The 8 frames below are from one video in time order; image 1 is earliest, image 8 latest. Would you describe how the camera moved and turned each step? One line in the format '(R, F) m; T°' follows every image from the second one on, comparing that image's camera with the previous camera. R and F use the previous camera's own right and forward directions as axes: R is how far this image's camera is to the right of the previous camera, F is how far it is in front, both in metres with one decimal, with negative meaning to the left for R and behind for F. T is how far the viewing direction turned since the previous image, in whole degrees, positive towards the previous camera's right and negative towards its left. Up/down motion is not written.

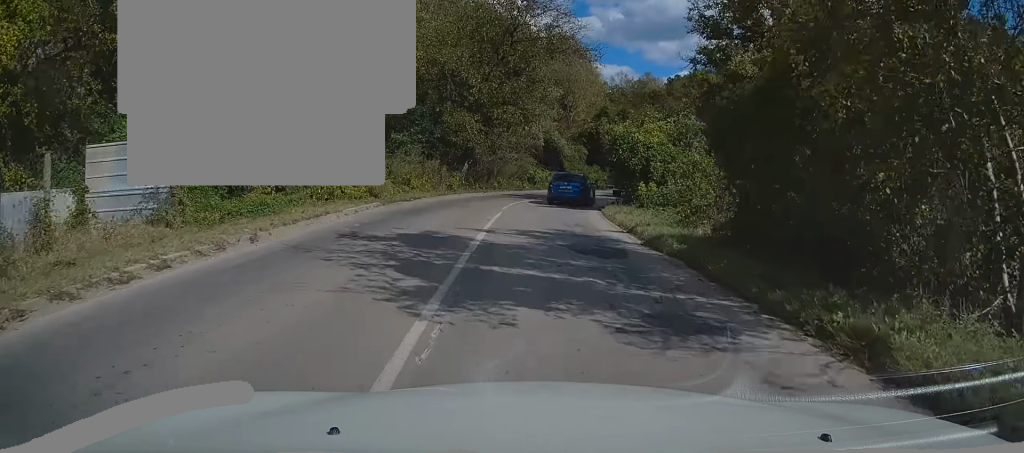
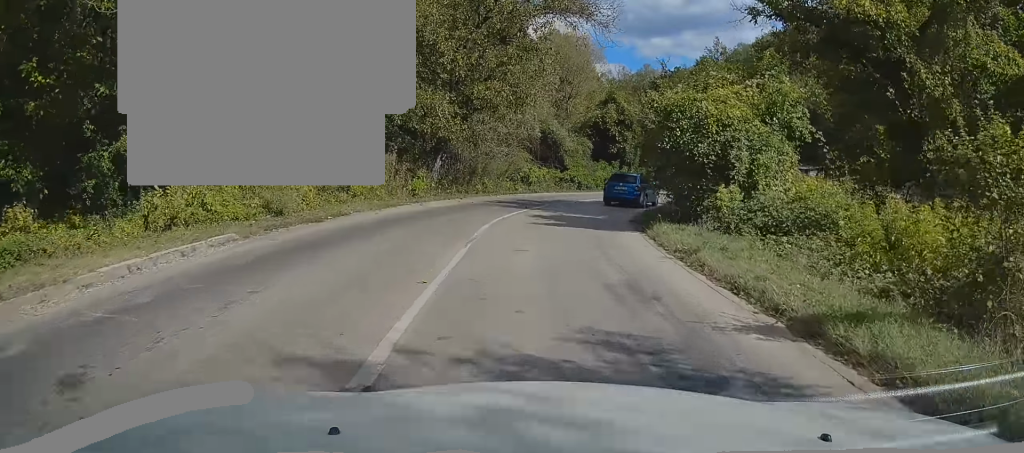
(0.0, +10.1) m; +1°
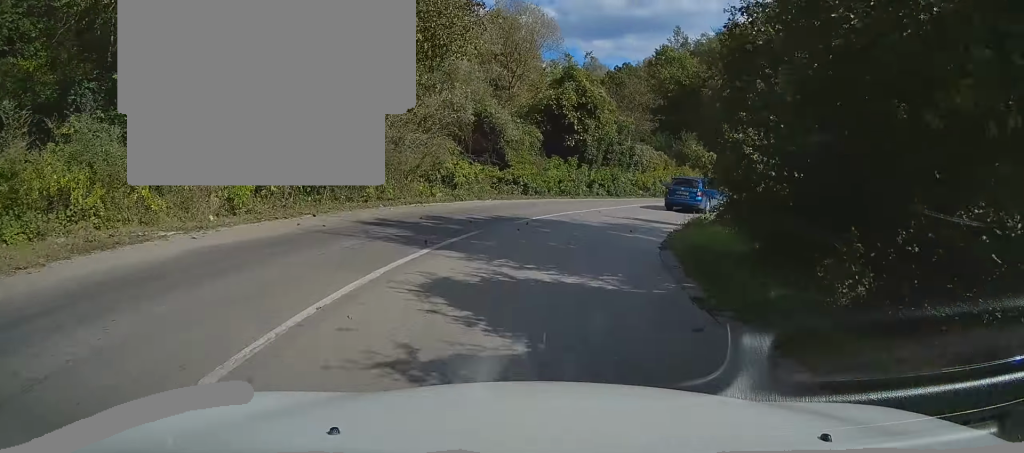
(+0.3, +12.3) m; +4°
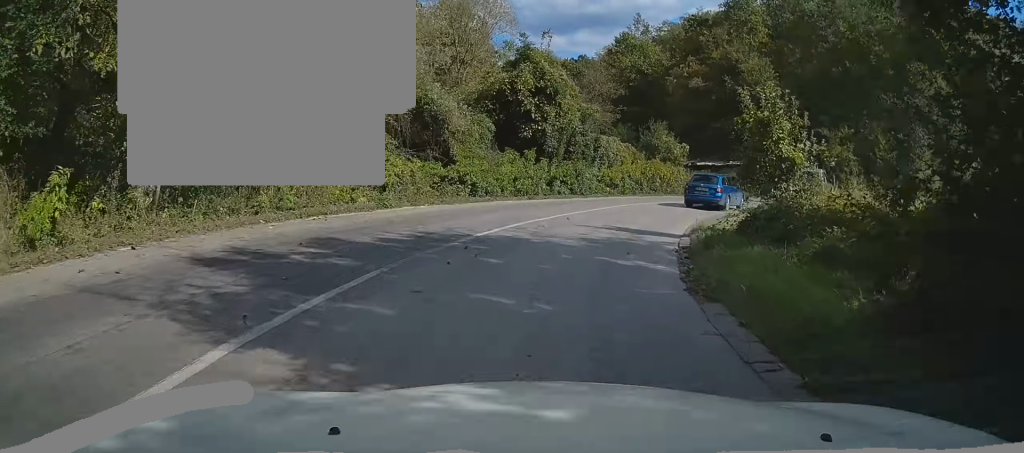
(+0.1, +5.6) m; +3°
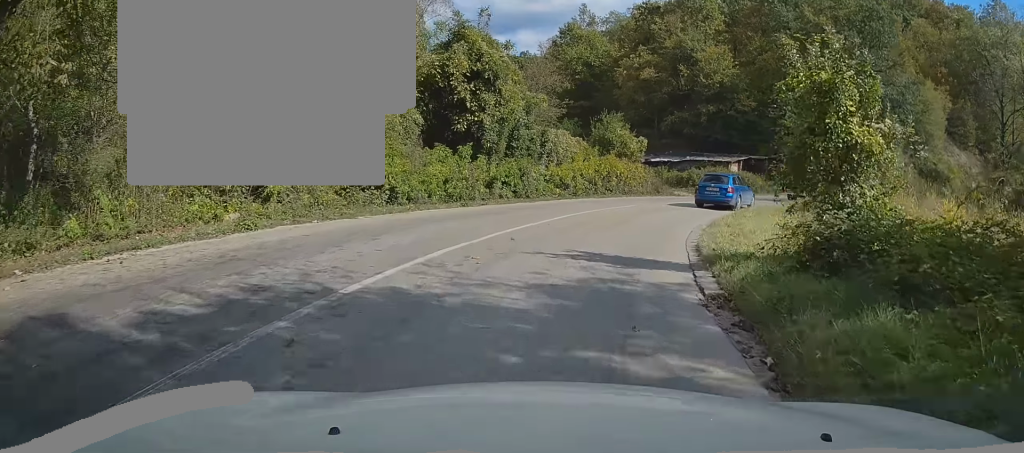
(+0.1, +5.4) m; +4°
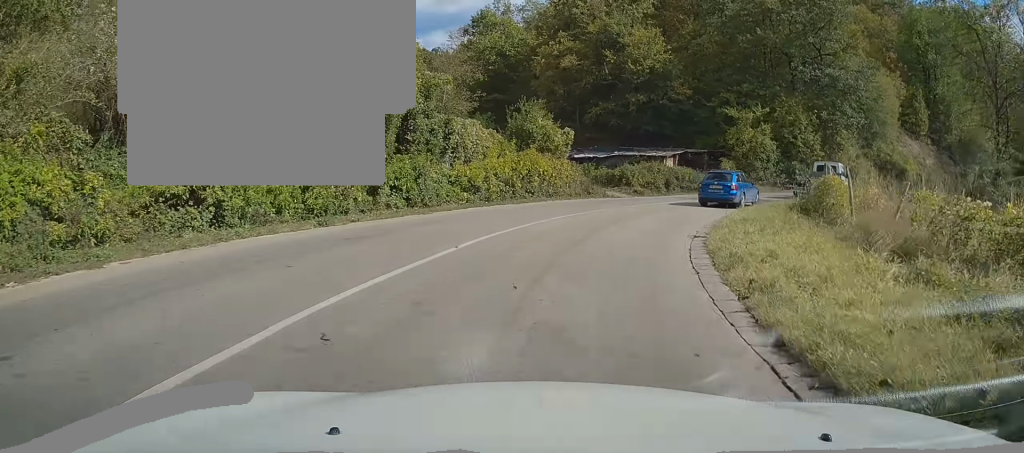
(+0.3, +7.0) m; +7°
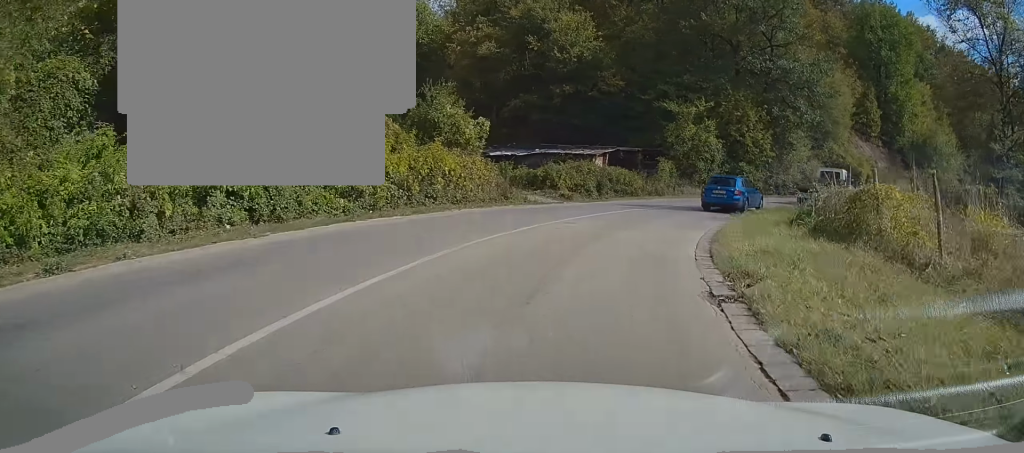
(+0.3, +6.6) m; +8°
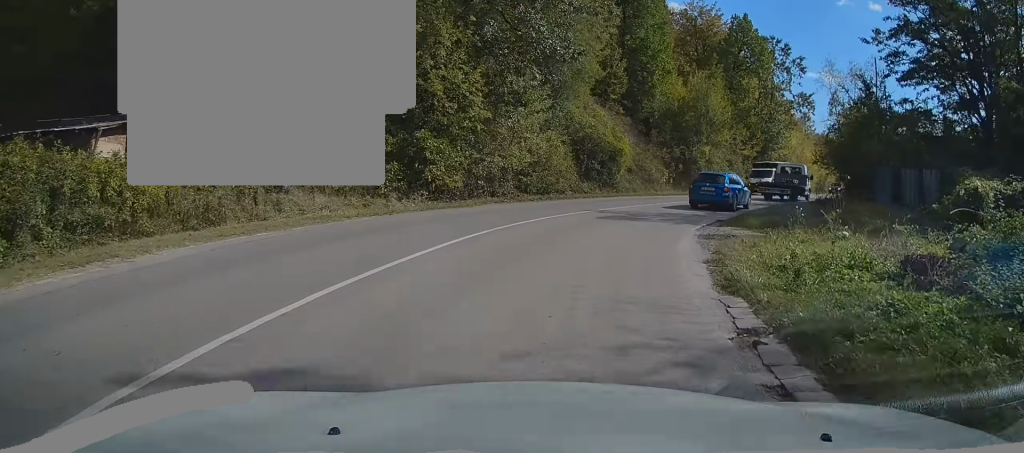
(+6.8, +24.3) m; +32°
